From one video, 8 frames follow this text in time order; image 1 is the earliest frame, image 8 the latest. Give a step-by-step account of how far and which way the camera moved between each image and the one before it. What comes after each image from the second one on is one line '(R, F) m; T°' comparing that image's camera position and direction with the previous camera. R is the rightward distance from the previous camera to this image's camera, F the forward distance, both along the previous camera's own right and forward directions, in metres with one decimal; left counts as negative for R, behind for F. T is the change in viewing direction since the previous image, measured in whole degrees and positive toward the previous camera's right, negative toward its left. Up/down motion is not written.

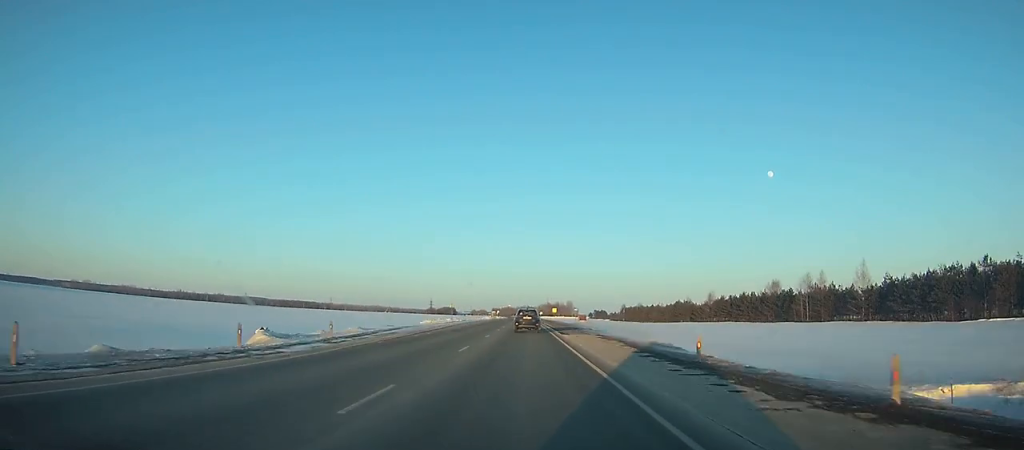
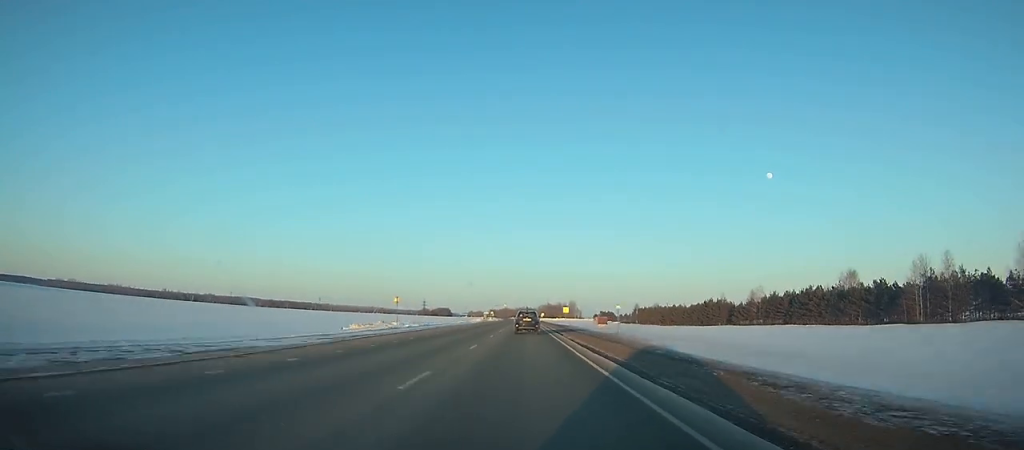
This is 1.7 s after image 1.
(0.0, +44.2) m; 0°
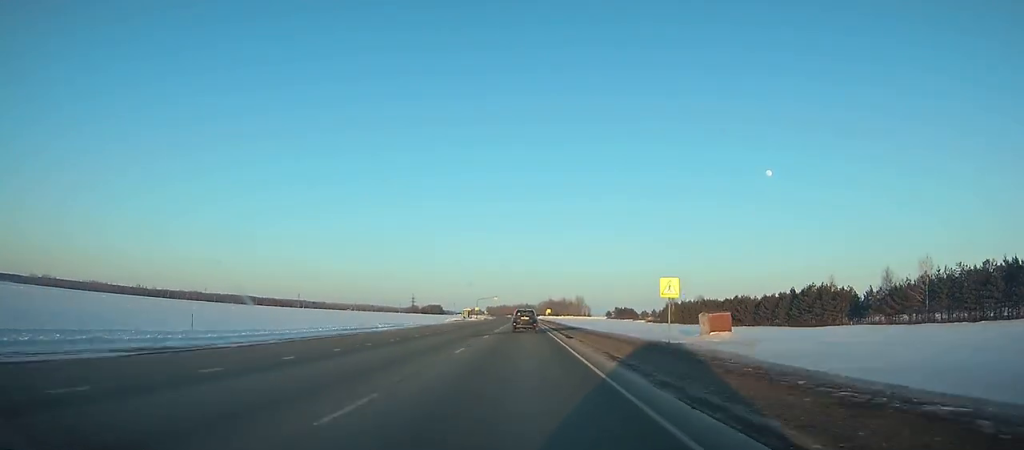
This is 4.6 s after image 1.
(0.0, +75.8) m; 0°
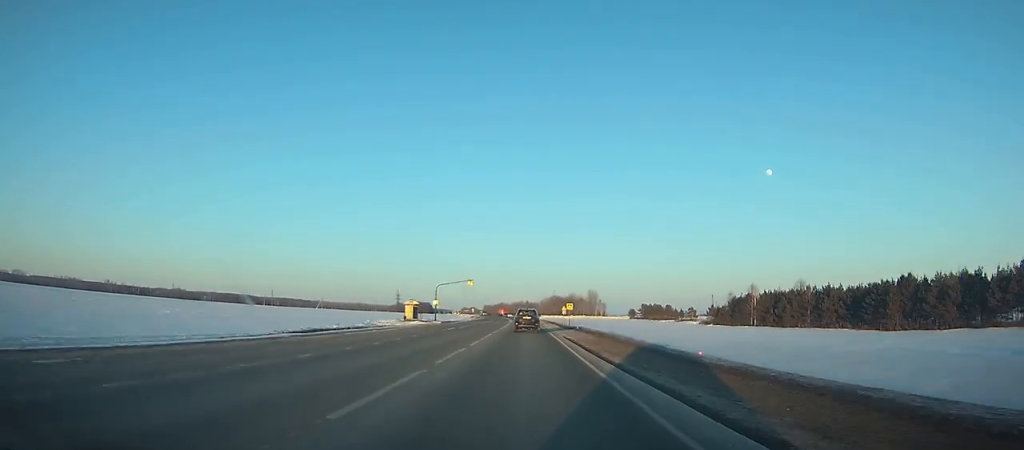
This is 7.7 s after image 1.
(+0.1, +81.4) m; 0°
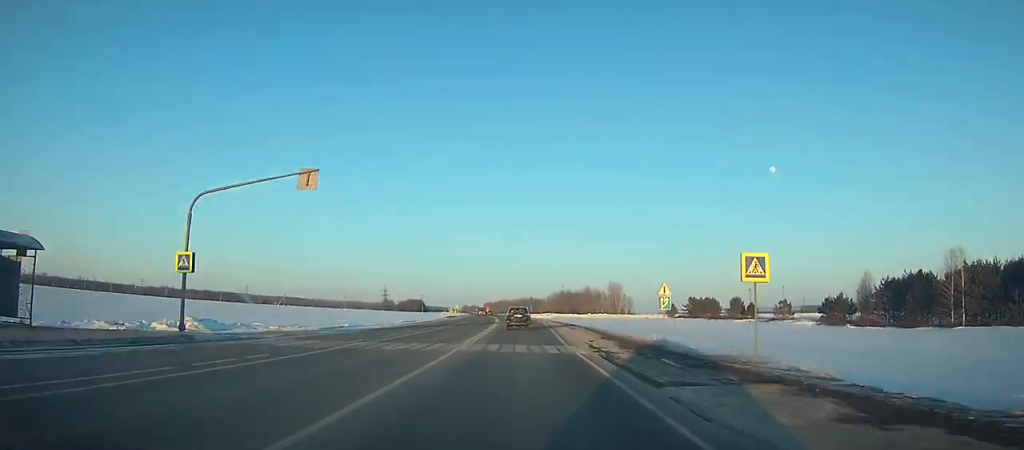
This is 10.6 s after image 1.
(-0.2, +76.1) m; -1°
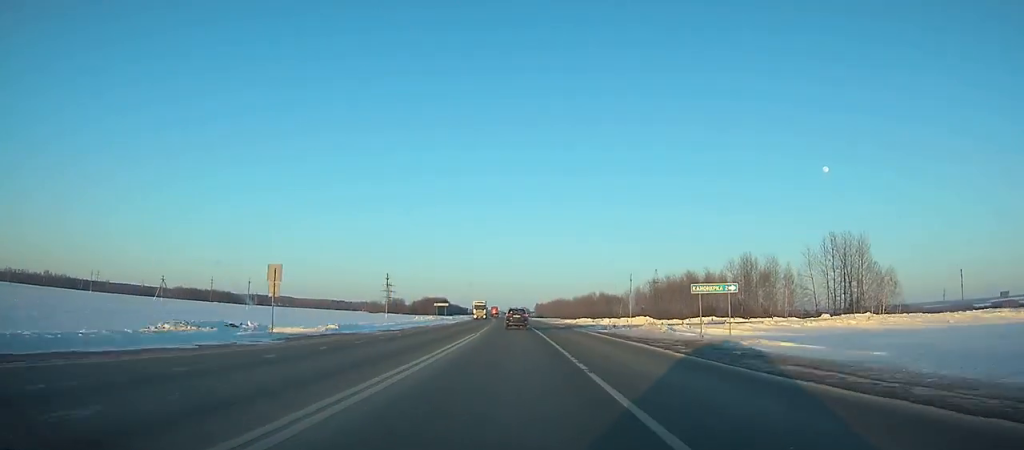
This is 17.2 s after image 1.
(-5.8, +171.9) m; -5°
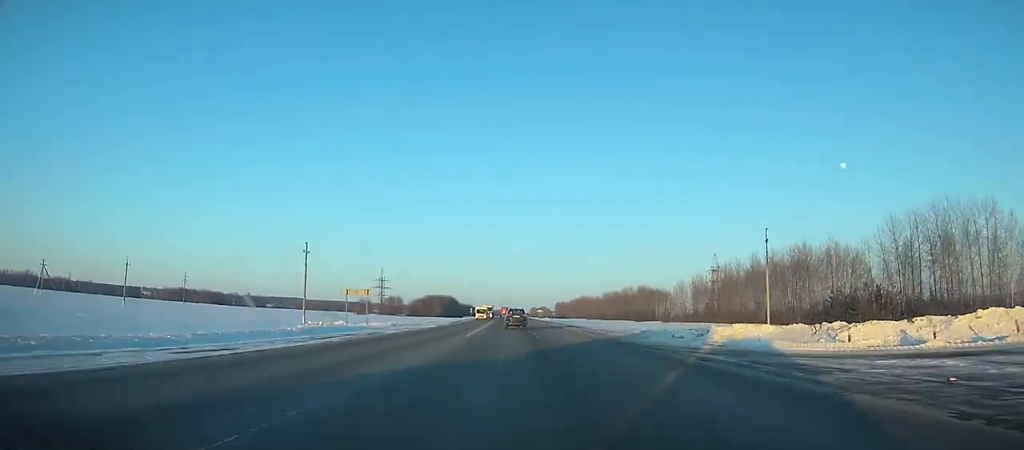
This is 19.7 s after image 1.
(-1.2, +64.6) m; -2°
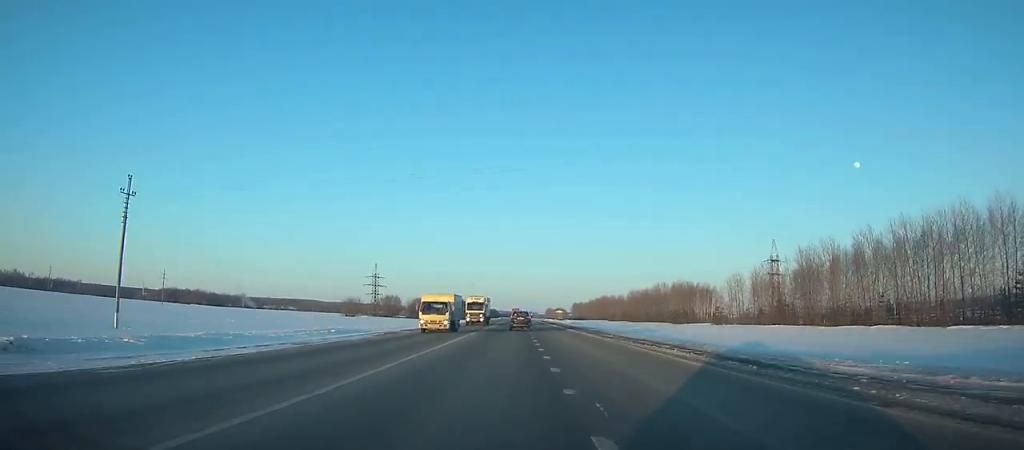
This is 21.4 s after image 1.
(-0.3, +43.8) m; -1°
